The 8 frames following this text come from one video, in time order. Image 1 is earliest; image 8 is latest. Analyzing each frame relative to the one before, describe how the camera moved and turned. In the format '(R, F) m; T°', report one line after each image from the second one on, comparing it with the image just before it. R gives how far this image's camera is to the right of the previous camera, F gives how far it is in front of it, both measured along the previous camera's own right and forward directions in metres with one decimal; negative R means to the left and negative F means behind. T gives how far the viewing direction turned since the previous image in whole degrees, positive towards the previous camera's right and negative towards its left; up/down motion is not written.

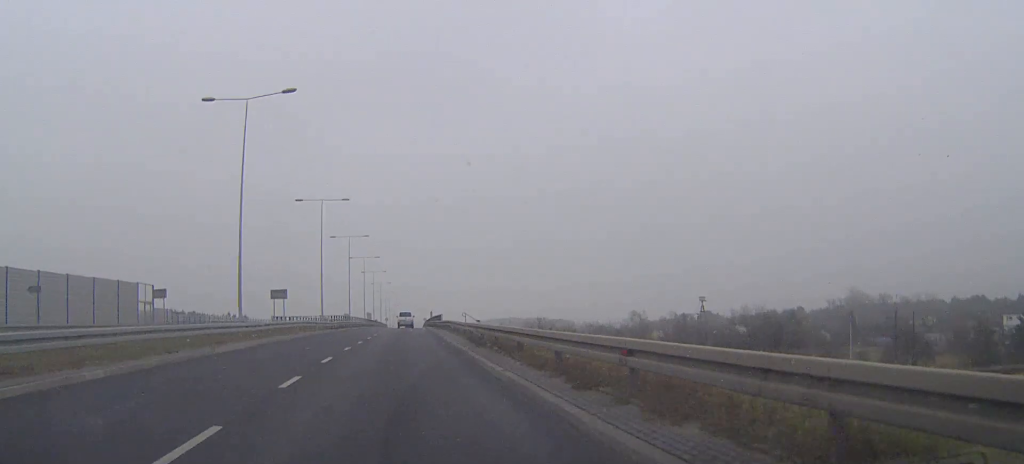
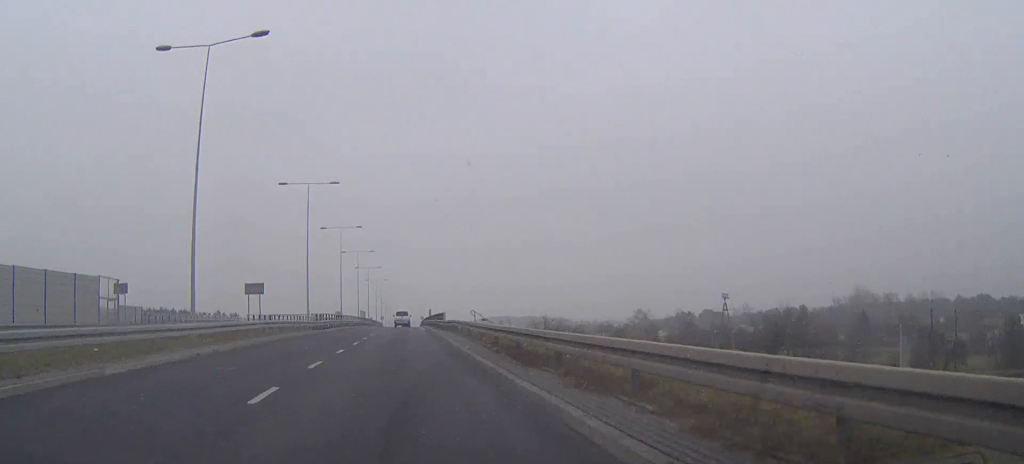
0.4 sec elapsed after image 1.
(0.0, +8.3) m; 0°
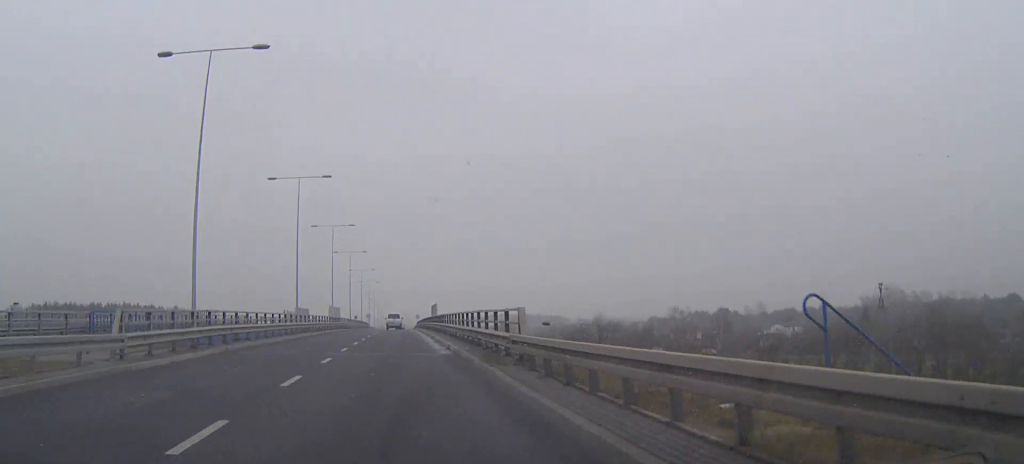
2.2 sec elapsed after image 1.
(+0.2, +33.2) m; +1°
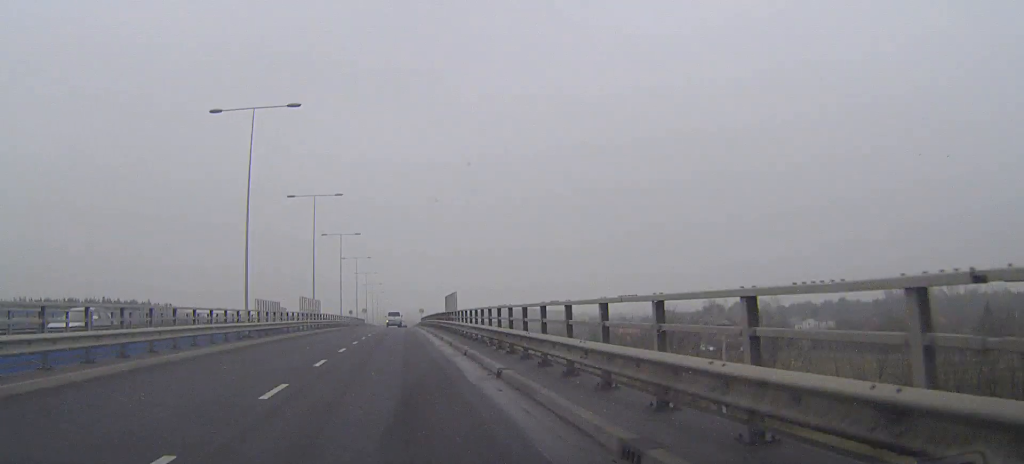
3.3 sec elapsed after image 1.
(0.0, +20.4) m; 0°
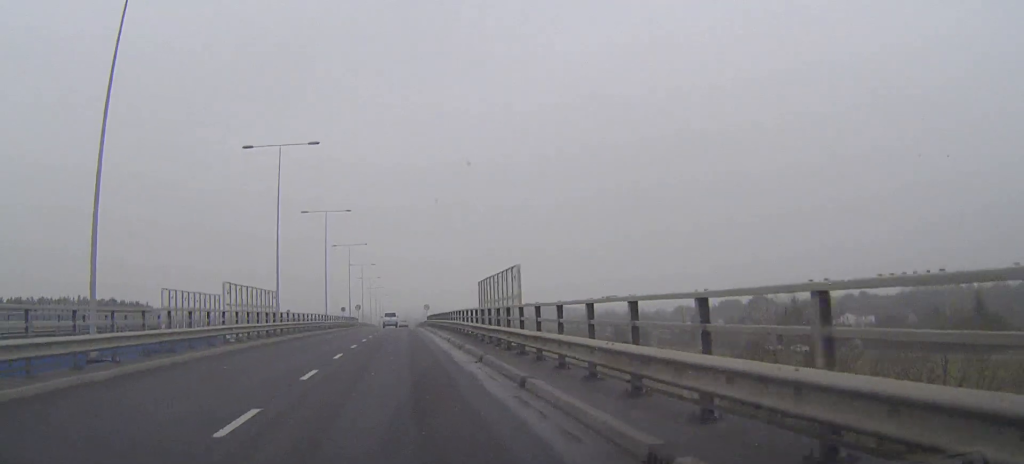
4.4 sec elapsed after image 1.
(0.0, +20.6) m; 0°
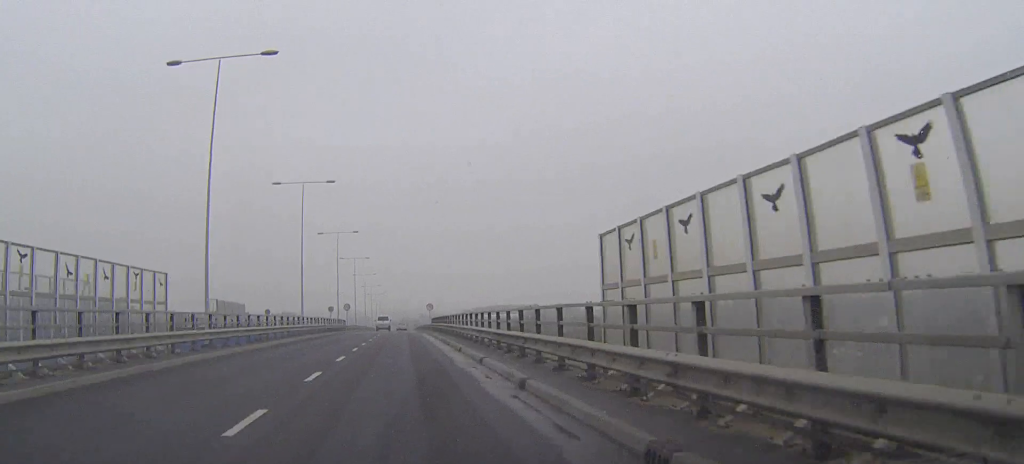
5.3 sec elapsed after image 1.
(0.0, +18.4) m; 0°
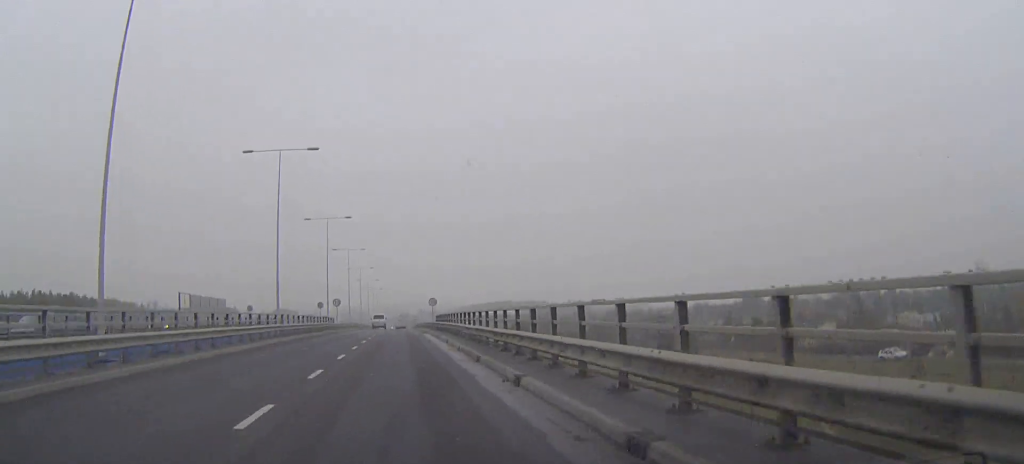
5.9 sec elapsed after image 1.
(0.0, +11.6) m; 0°
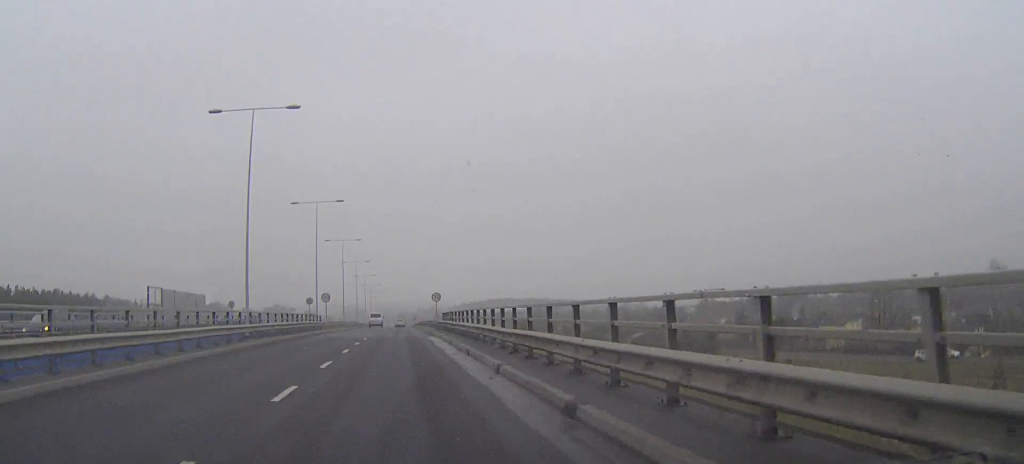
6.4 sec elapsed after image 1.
(0.0, +9.3) m; 0°
